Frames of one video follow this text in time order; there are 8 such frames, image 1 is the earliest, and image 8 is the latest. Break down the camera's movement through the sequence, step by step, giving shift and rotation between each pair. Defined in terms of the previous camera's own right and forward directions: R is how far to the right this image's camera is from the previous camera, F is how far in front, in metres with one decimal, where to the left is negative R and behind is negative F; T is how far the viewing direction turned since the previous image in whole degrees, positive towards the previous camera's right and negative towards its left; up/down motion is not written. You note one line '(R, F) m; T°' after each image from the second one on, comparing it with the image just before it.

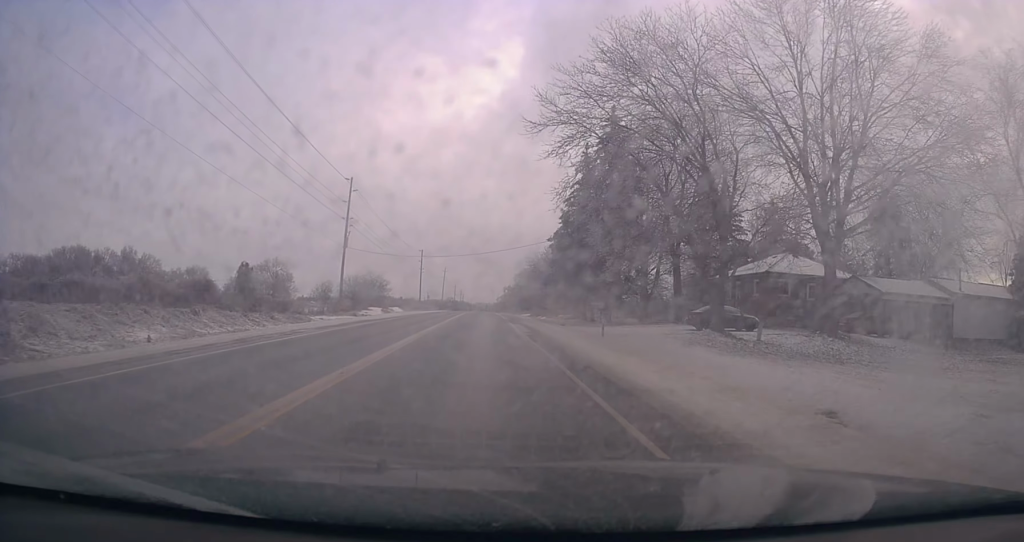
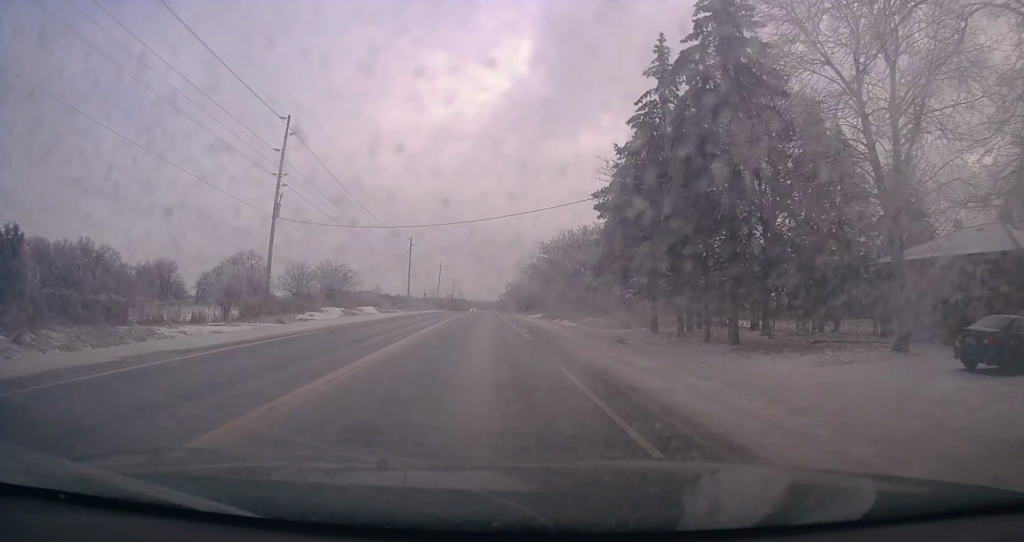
(-0.4, +21.9) m; -1°
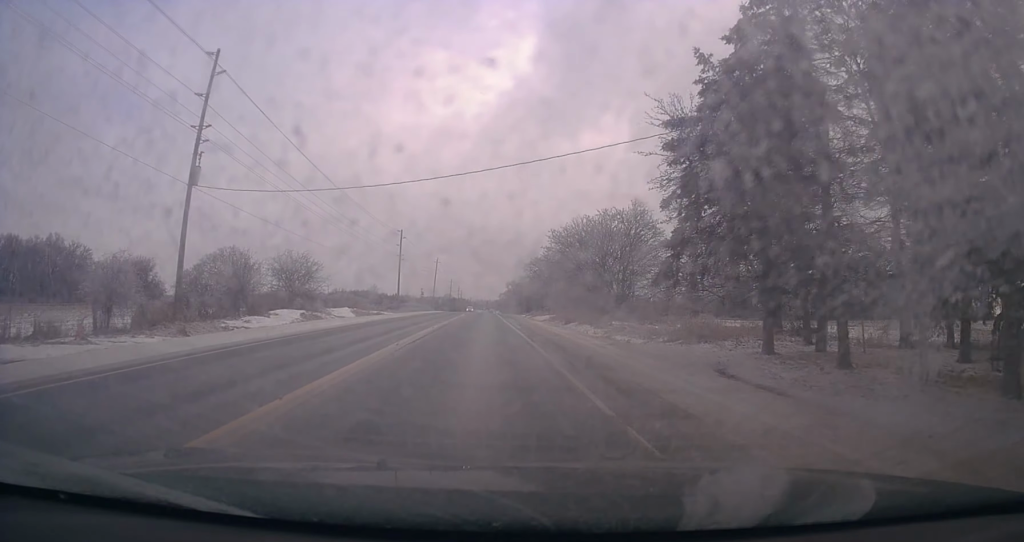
(+0.3, +13.0) m; +1°
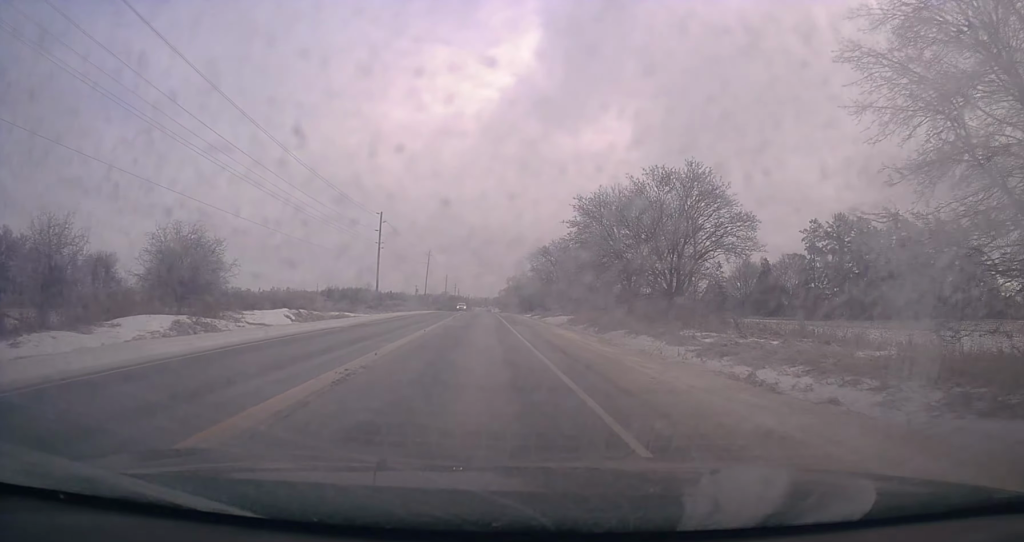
(+0.1, +18.6) m; 0°
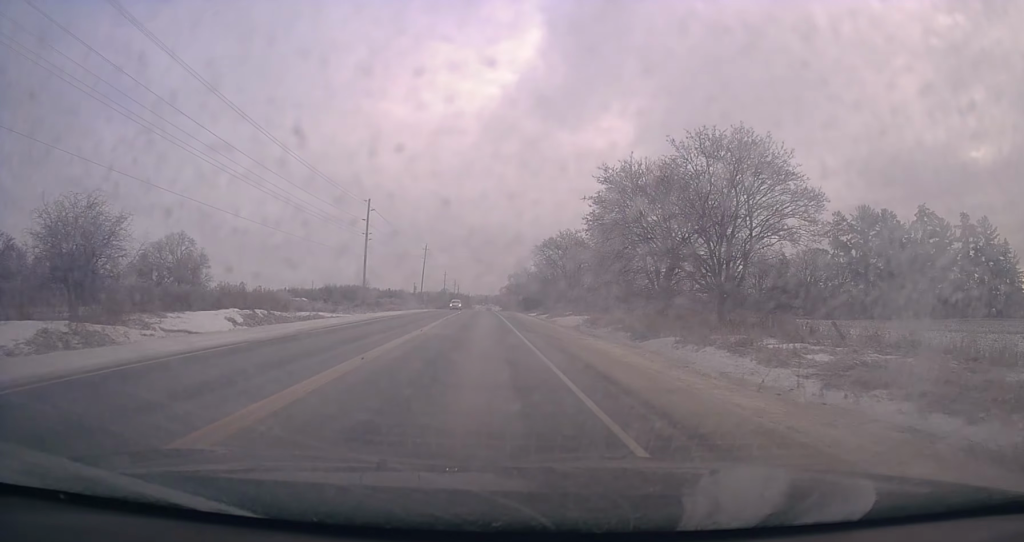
(0.0, +9.4) m; 0°
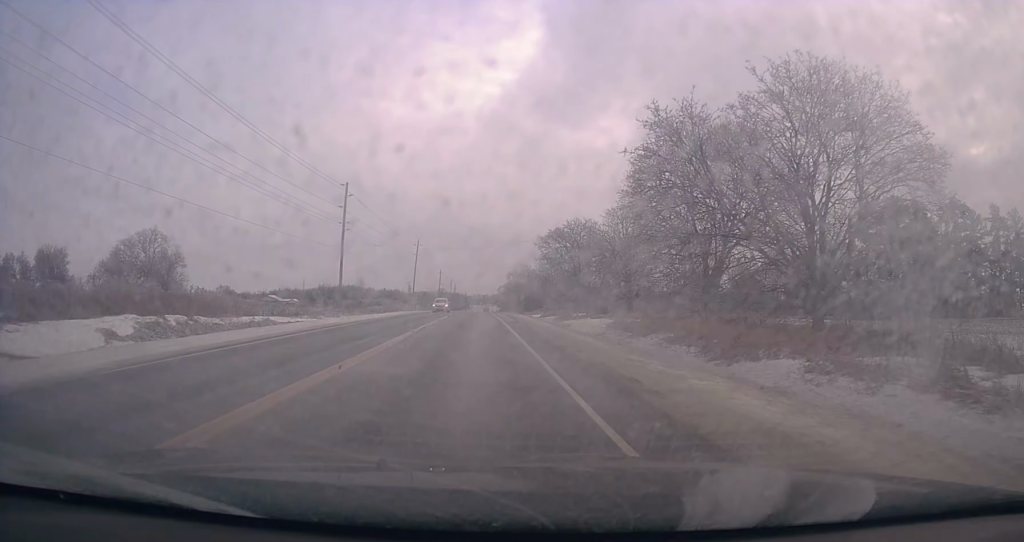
(0.0, +11.1) m; 0°
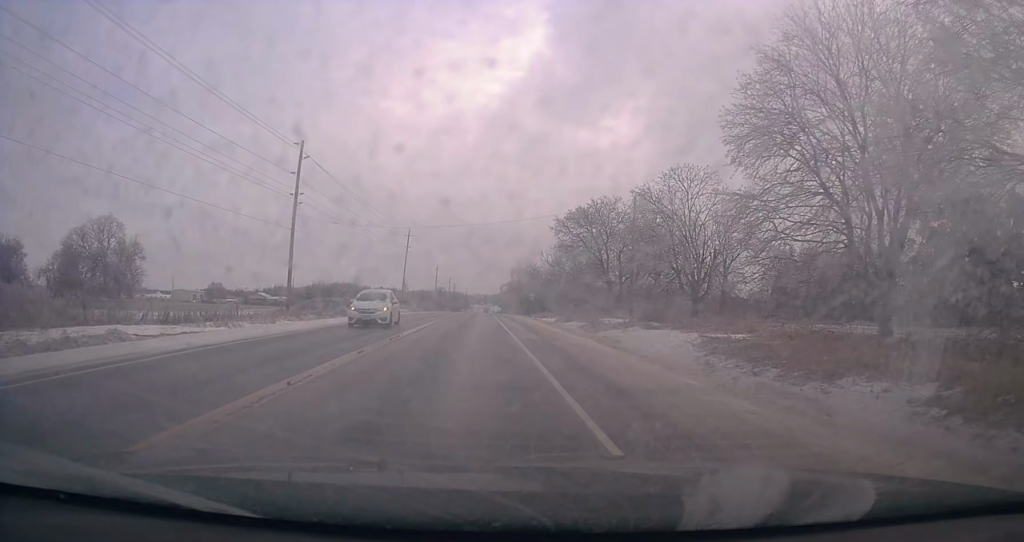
(0.0, +17.6) m; +1°
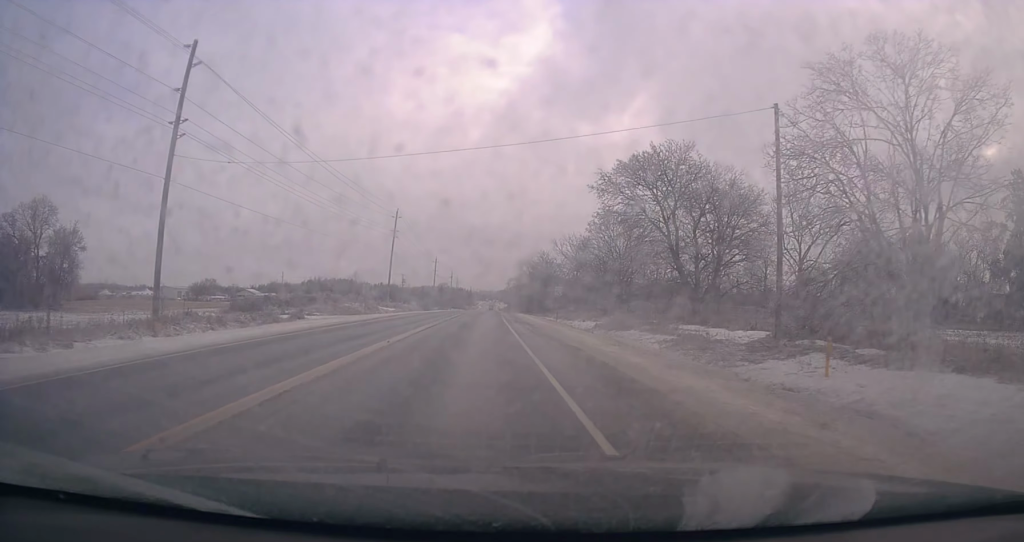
(+0.2, +21.3) m; 0°
